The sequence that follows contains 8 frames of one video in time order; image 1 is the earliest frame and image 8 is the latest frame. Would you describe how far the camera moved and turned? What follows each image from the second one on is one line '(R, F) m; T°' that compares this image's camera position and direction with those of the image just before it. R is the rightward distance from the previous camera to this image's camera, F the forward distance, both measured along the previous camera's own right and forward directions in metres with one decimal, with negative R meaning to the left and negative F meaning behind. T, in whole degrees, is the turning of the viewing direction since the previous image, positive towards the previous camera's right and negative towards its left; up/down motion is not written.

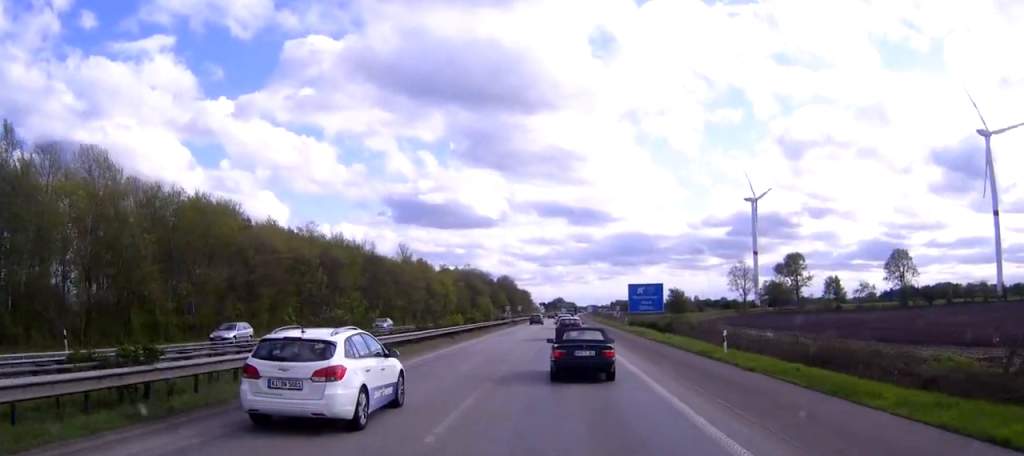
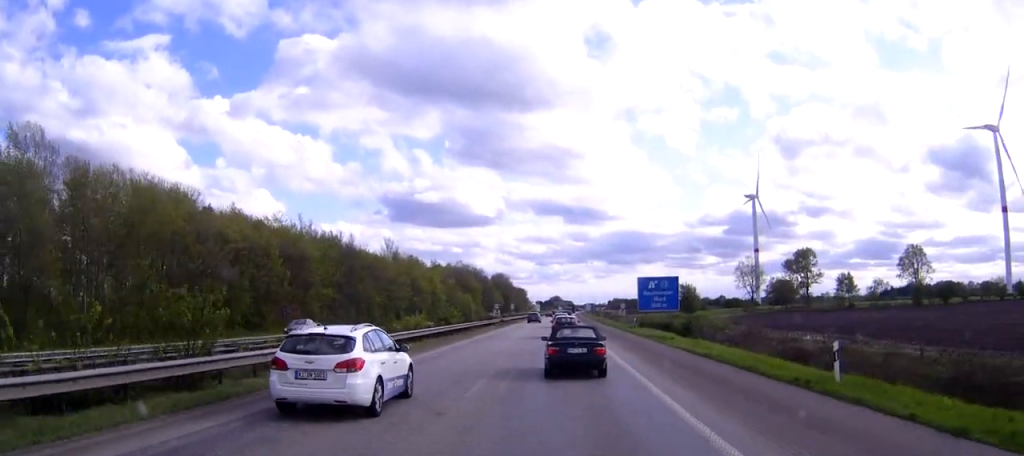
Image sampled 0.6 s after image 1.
(0.0, +12.5) m; 0°
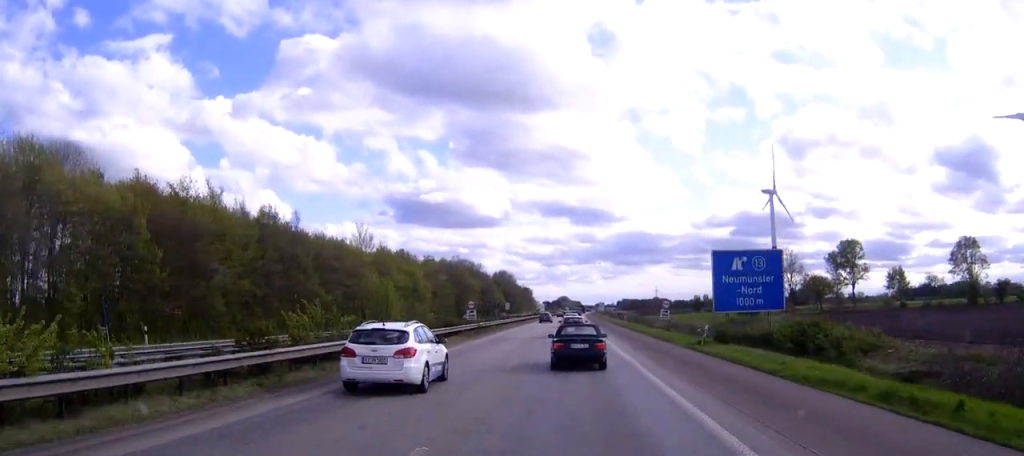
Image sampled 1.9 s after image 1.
(-0.1, +30.3) m; 0°
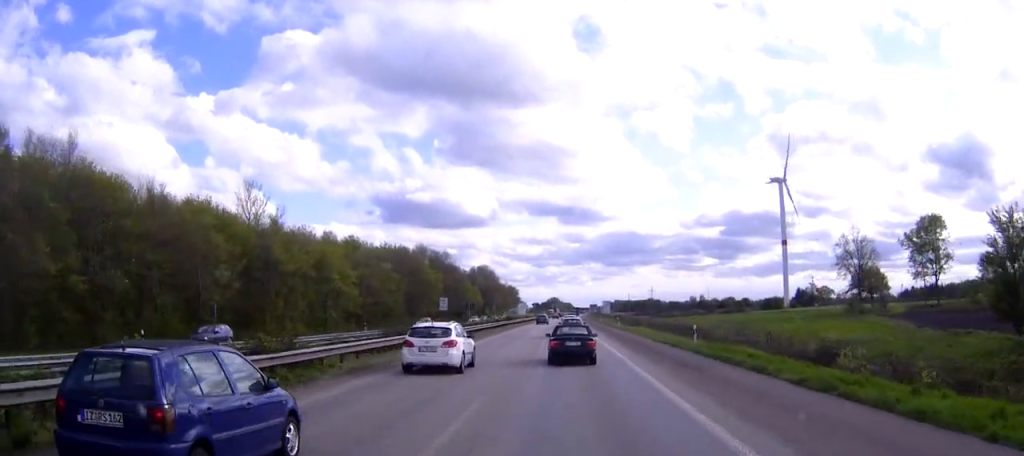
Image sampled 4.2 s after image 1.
(+0.2, +49.6) m; +1°
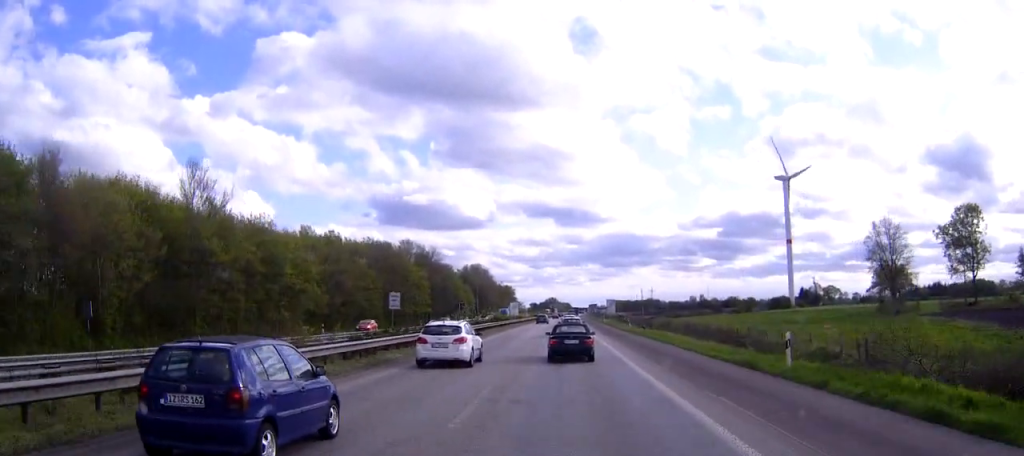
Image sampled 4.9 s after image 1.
(+0.1, +15.7) m; 0°
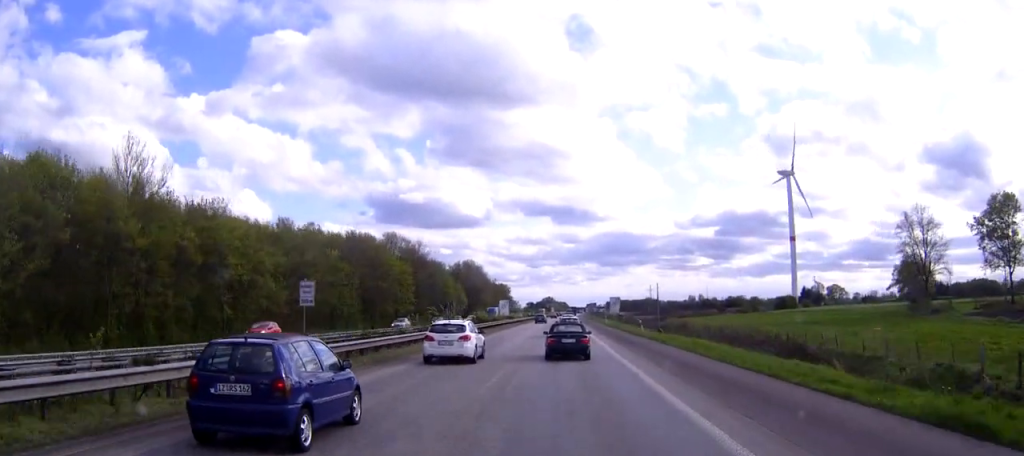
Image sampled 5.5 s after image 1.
(0.0, +13.4) m; 0°
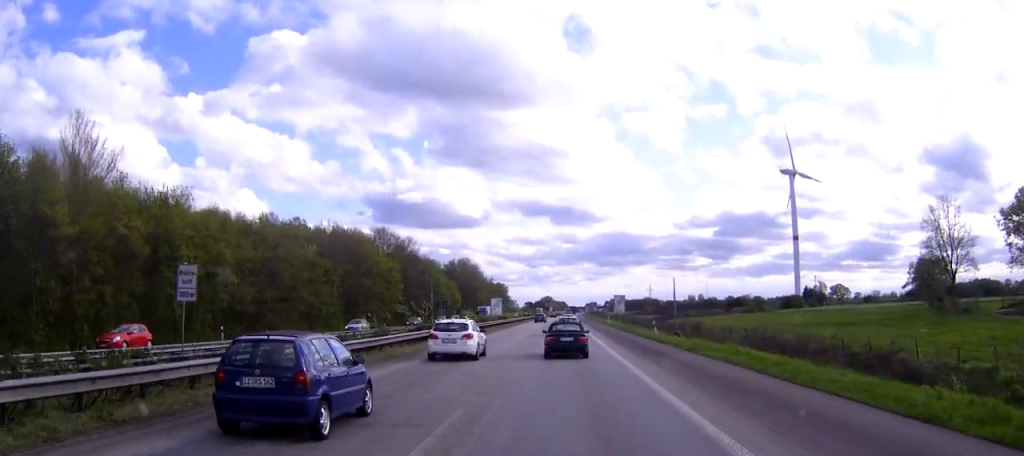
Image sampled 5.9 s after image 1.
(0.0, +9.0) m; 0°
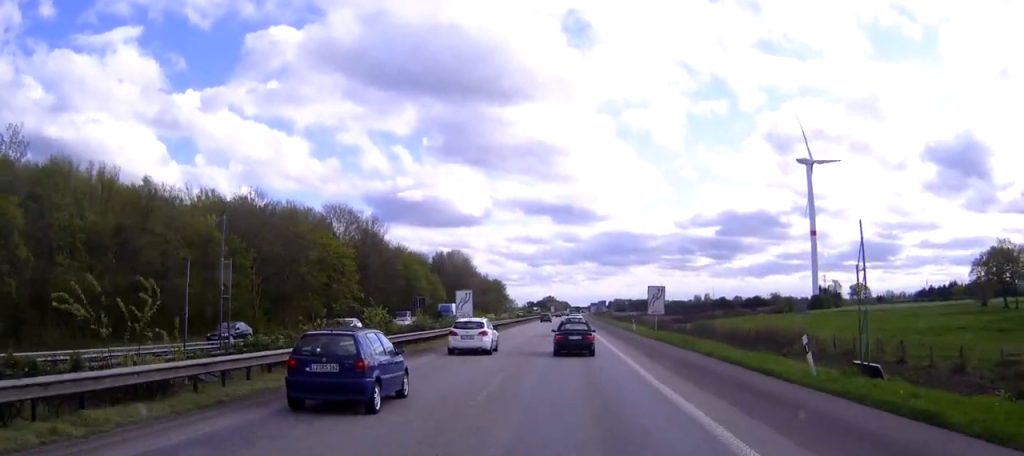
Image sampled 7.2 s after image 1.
(-0.1, +30.1) m; 0°
